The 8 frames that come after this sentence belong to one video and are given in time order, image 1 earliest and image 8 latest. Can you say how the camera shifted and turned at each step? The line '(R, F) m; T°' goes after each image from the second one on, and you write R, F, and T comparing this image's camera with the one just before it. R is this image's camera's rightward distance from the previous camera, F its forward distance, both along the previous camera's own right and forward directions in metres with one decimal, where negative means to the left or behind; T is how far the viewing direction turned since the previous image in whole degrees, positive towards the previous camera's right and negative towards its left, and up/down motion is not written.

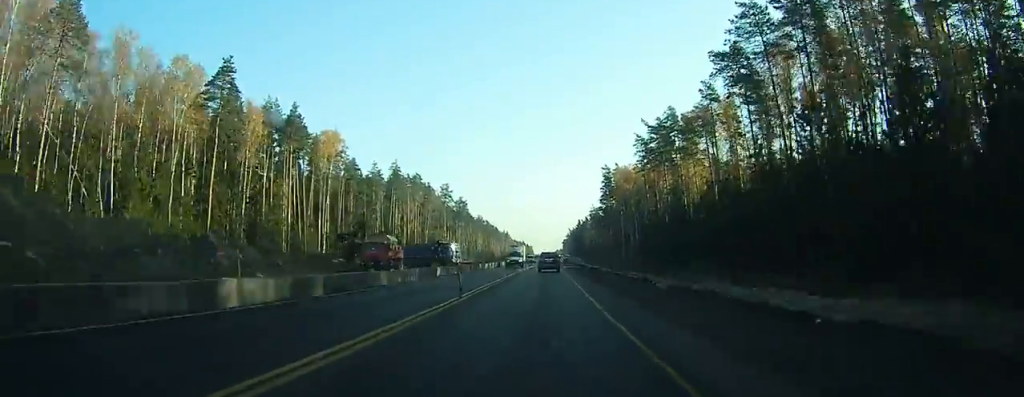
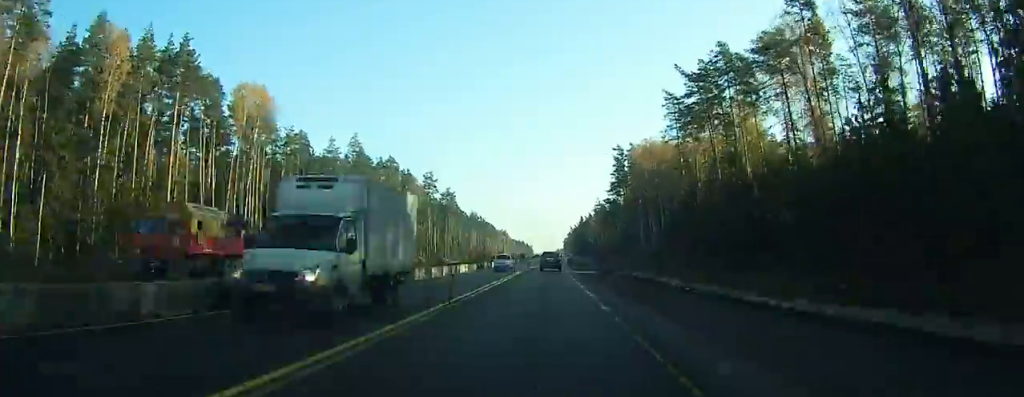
(-0.2, +33.2) m; 0°
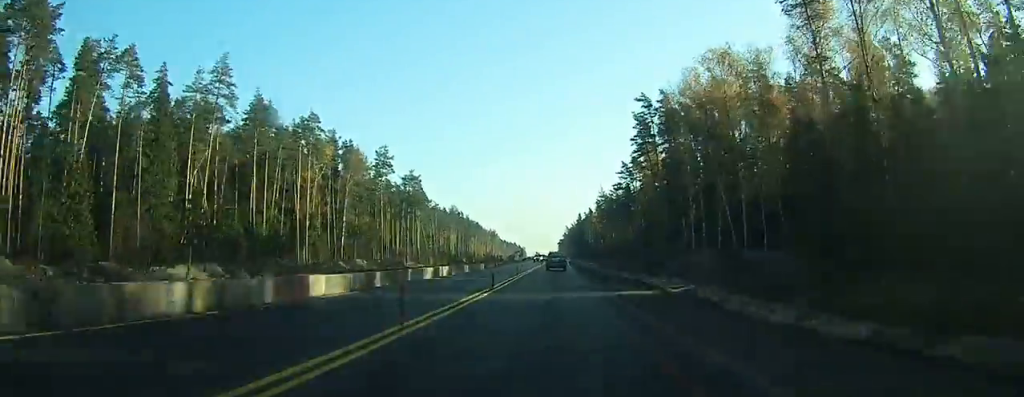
(+0.2, +50.8) m; +1°
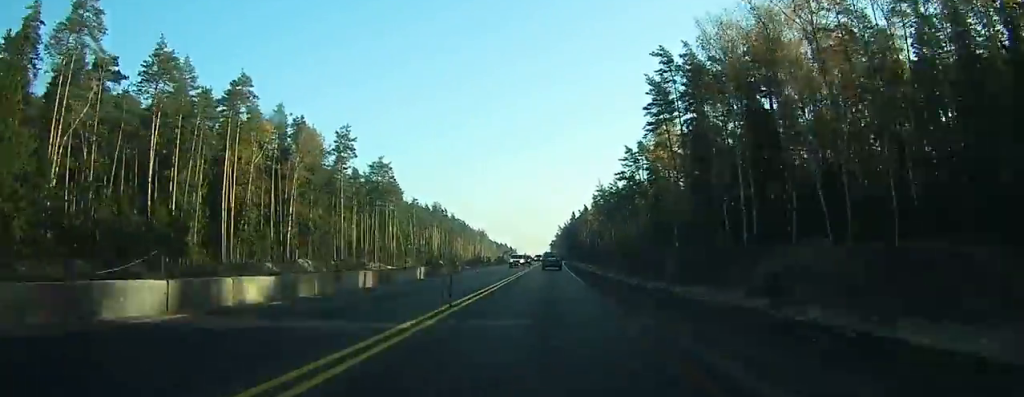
(+0.3, +24.3) m; +1°
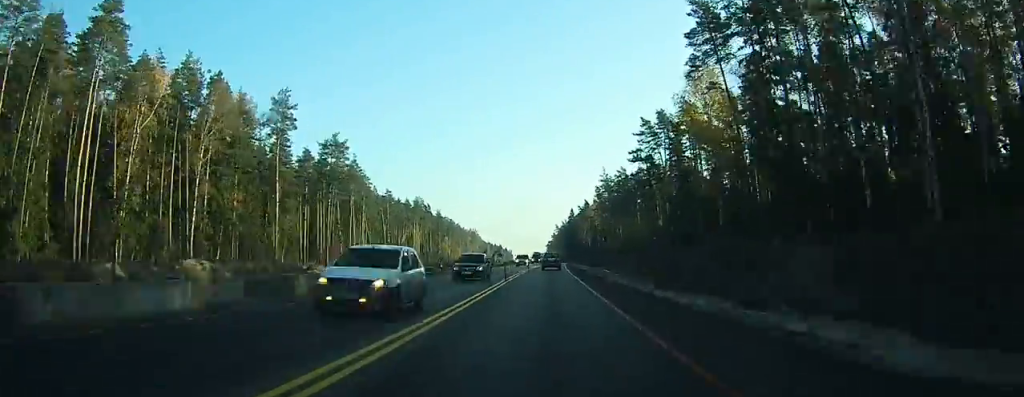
(+0.1, +30.1) m; 0°
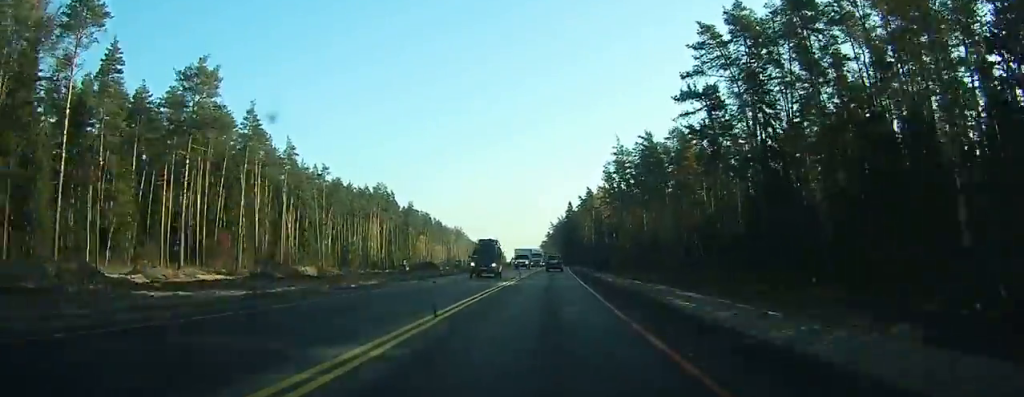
(+0.2, +47.4) m; +1°
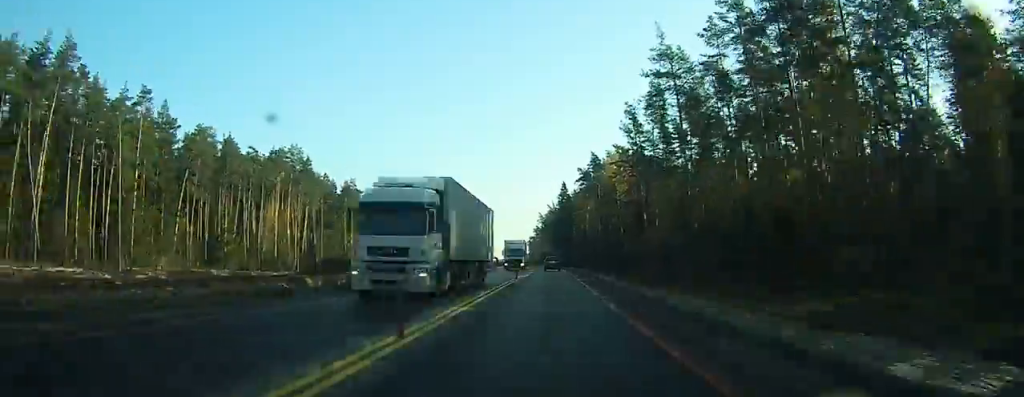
(+0.7, +60.5) m; +1°
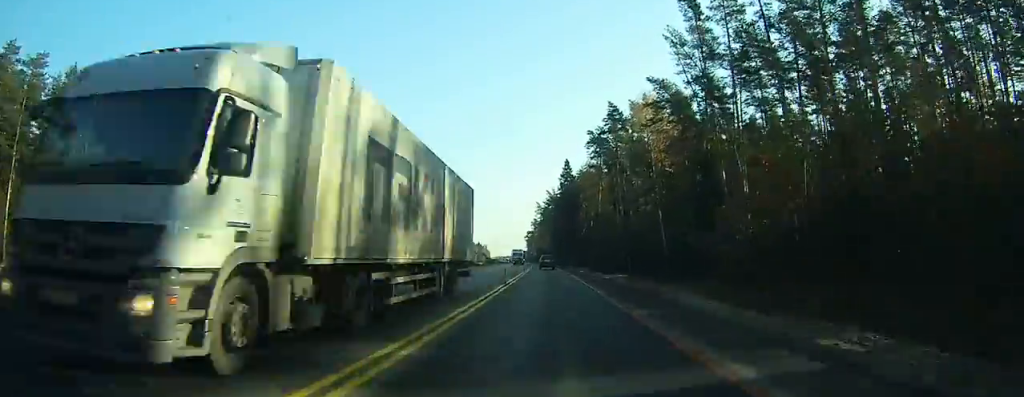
(+0.1, +40.3) m; 0°
